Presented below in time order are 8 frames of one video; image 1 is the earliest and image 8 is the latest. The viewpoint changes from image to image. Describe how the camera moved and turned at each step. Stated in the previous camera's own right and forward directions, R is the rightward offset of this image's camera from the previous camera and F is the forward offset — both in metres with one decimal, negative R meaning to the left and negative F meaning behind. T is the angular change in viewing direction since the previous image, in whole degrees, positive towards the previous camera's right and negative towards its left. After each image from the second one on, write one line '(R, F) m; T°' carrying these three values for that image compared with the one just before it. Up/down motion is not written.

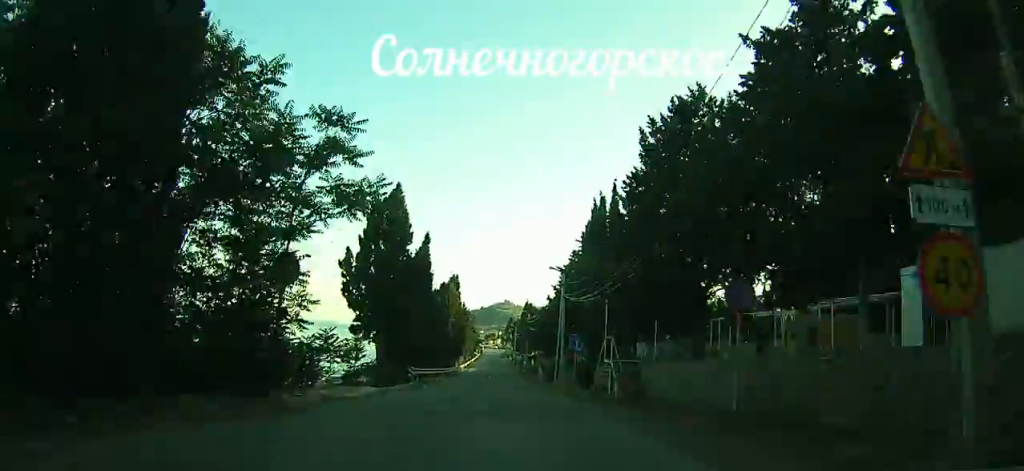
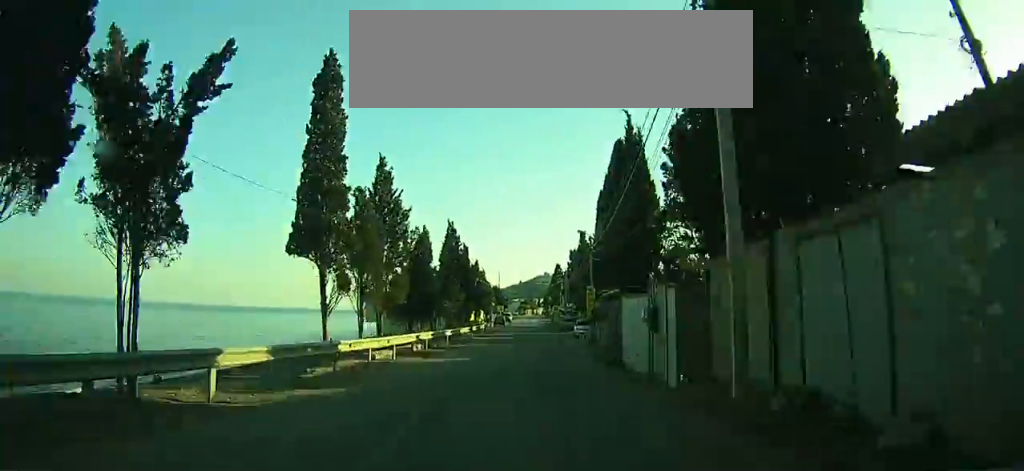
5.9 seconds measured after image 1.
(-1.5, +97.8) m; -1°
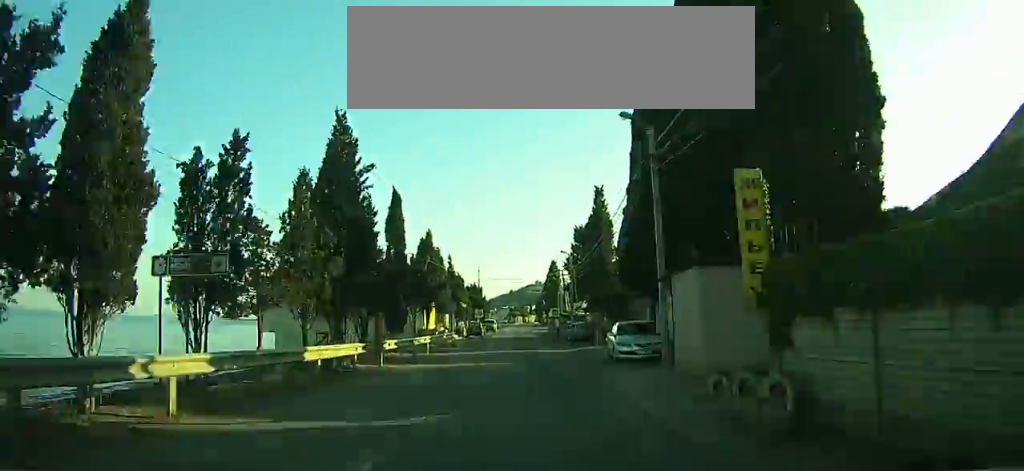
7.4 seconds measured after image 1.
(+0.2, +24.2) m; 0°
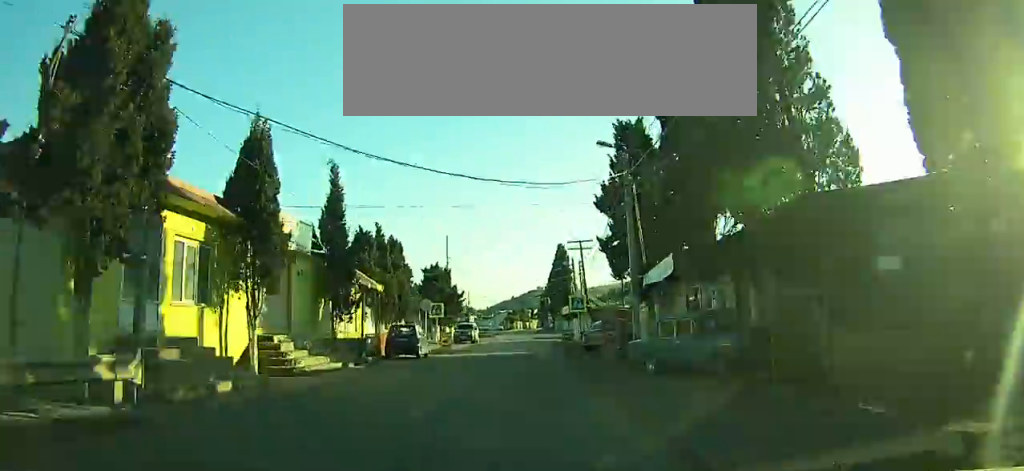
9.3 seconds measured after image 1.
(+0.2, +30.5) m; 0°
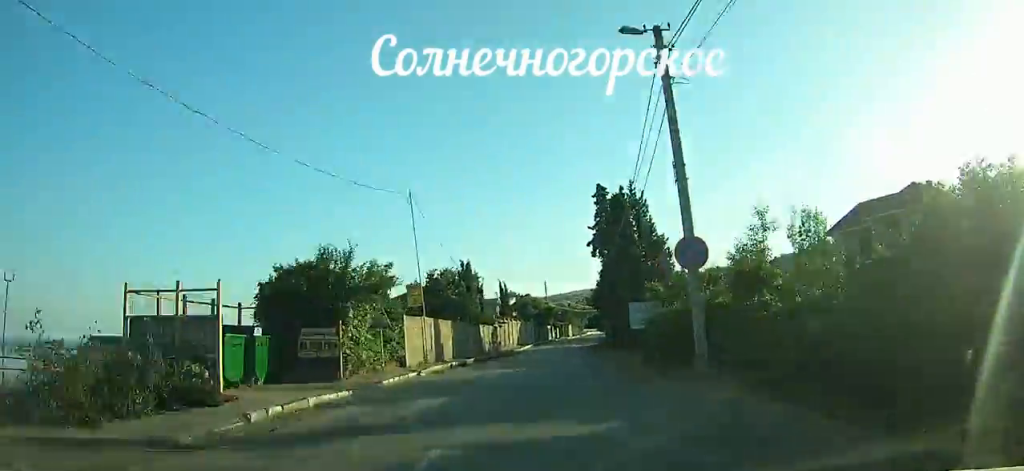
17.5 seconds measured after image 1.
(-1.1, +126.0) m; +3°
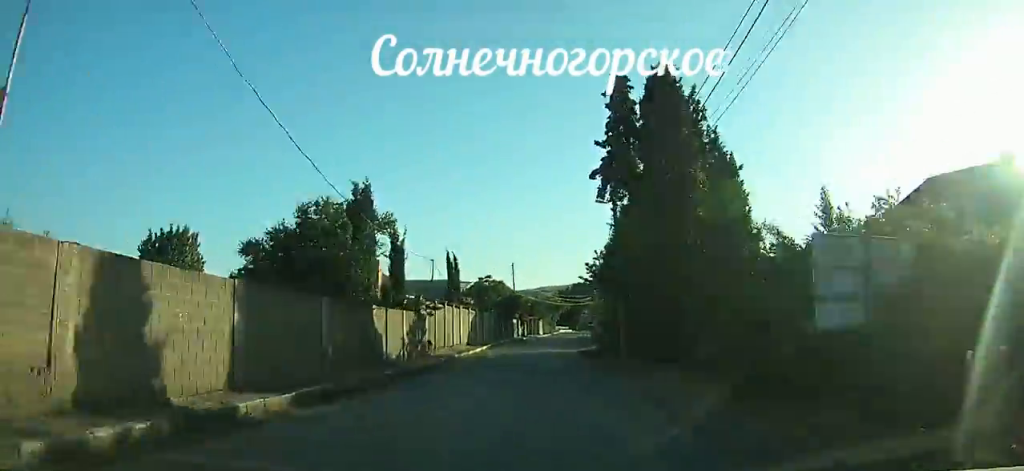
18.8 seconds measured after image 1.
(+0.5, +19.6) m; +2°
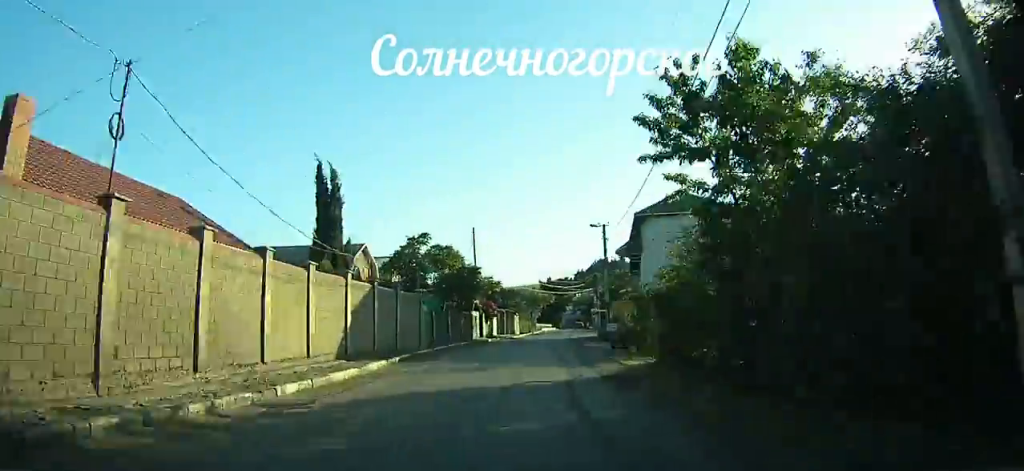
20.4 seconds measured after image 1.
(+0.5, +24.1) m; +3°
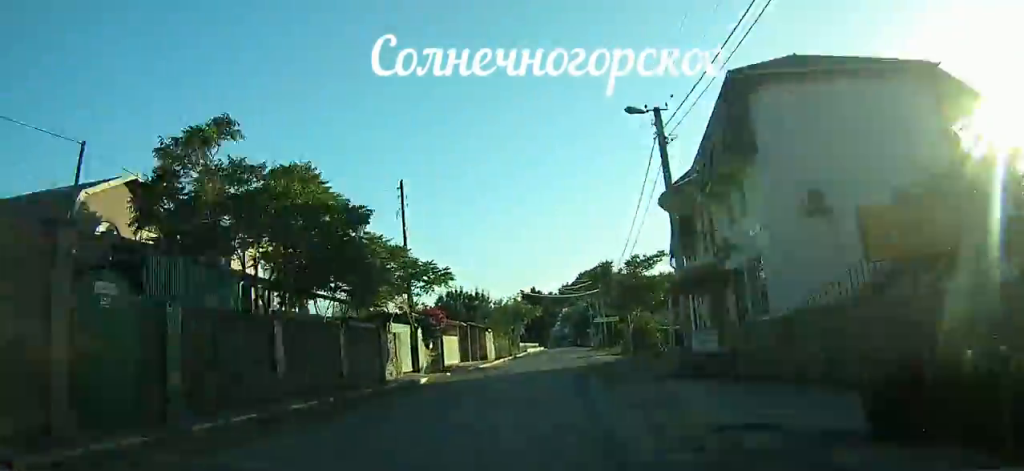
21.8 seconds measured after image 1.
(+0.5, +21.0) m; +2°
